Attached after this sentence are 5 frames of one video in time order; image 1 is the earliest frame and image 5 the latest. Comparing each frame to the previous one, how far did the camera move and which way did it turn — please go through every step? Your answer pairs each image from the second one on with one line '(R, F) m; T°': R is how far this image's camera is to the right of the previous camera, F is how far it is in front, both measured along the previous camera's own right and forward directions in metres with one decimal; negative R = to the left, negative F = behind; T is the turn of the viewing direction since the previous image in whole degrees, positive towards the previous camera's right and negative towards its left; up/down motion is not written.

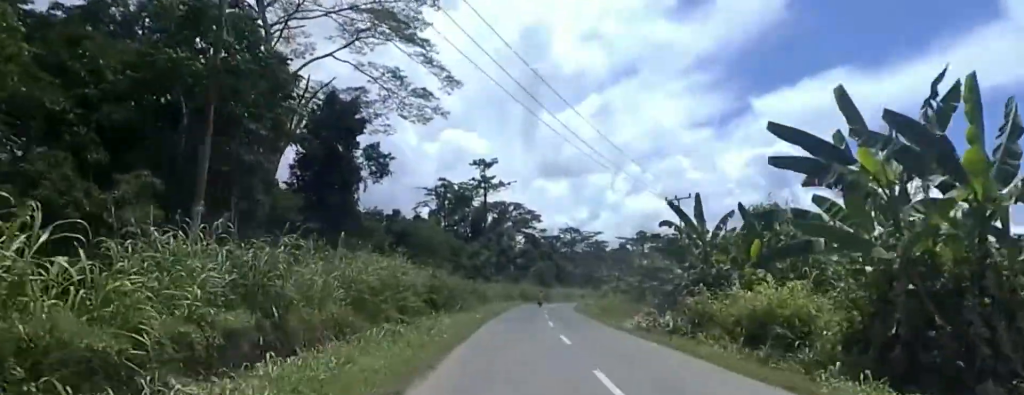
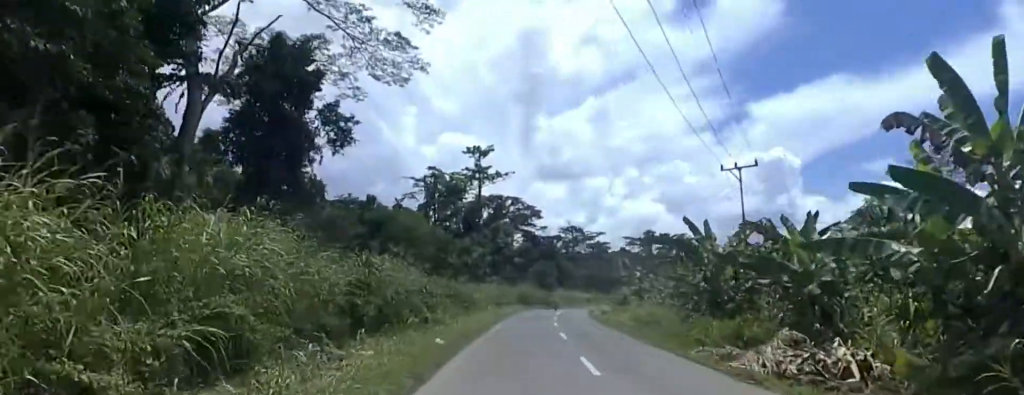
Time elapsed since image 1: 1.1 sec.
(0.0, +13.2) m; 0°
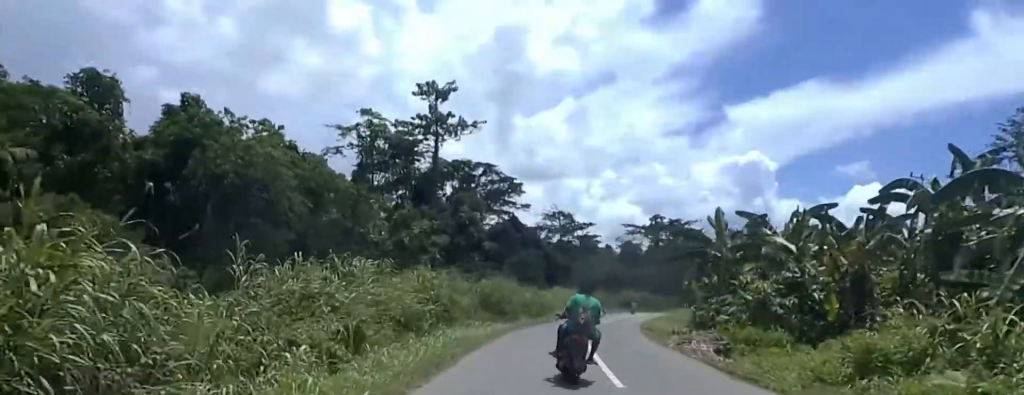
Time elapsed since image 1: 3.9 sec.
(+2.5, +33.0) m; +13°
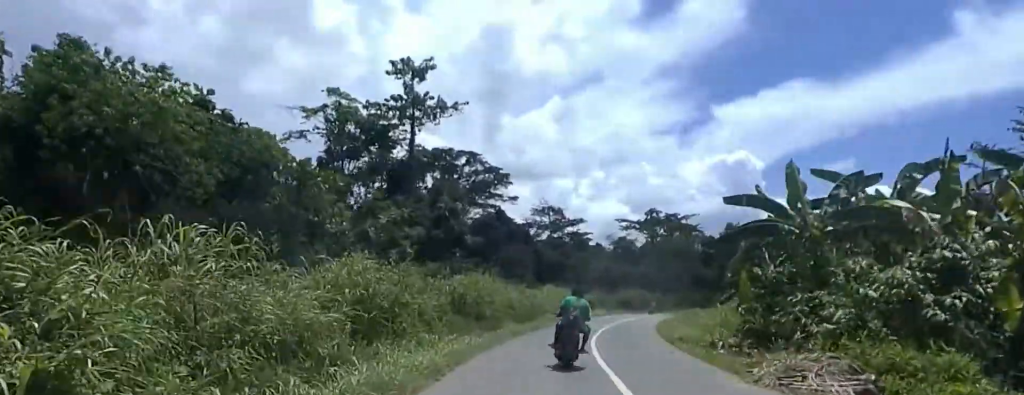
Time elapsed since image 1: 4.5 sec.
(+0.4, +7.9) m; 0°
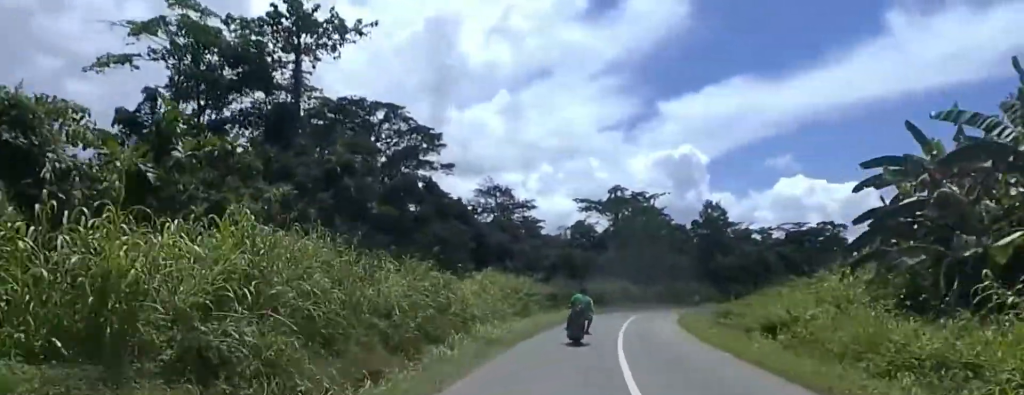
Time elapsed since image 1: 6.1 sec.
(-2.4, +19.6) m; 0°
